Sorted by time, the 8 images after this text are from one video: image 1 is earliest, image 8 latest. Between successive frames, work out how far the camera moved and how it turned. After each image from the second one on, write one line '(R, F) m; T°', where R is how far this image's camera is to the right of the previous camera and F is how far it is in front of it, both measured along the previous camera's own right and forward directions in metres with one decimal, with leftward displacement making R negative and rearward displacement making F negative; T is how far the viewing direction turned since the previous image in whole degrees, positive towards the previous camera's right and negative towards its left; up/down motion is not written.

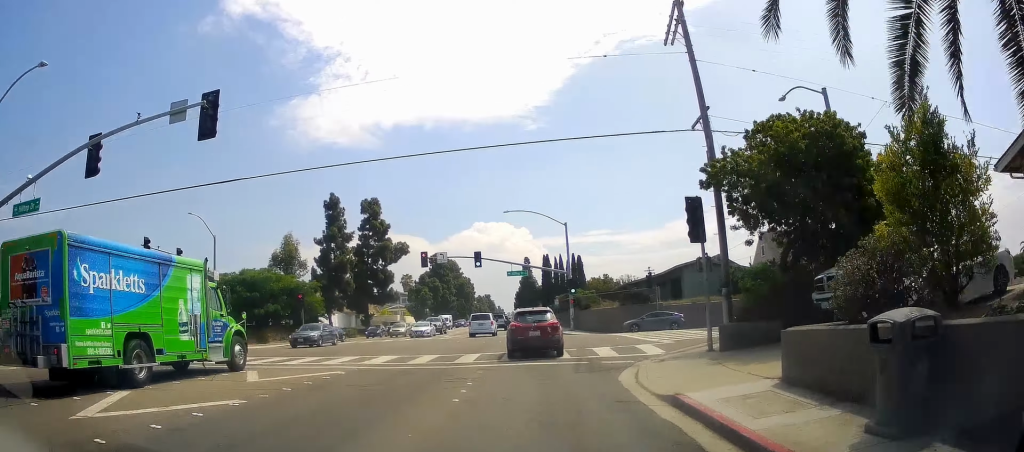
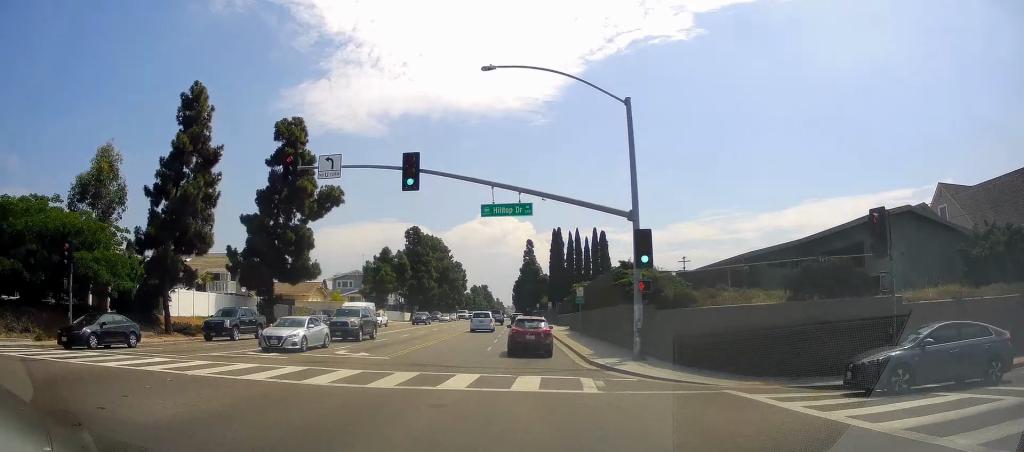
(-0.5, +30.9) m; 0°
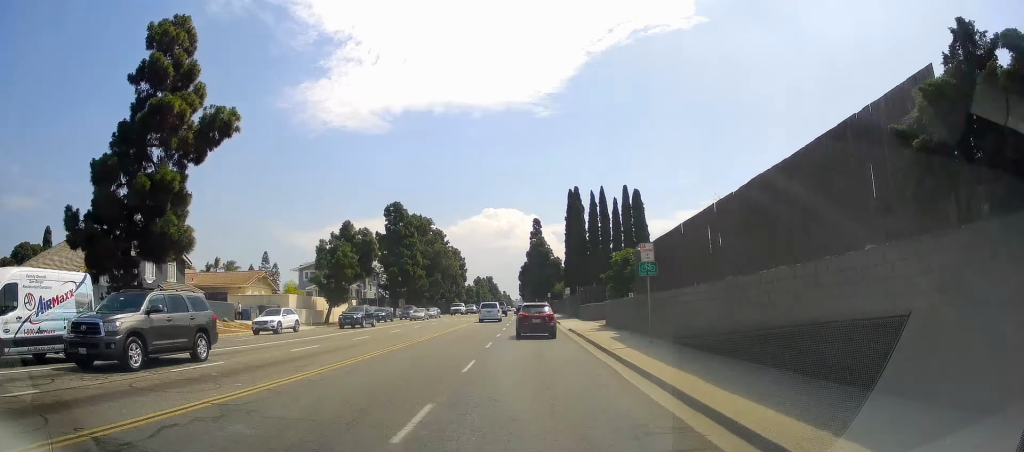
(+0.3, +21.0) m; 0°
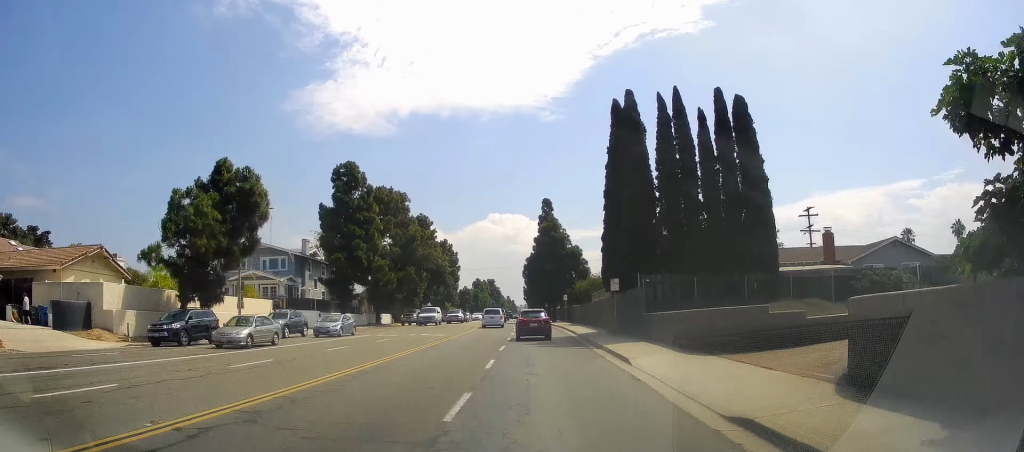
(0.0, +28.0) m; 0°
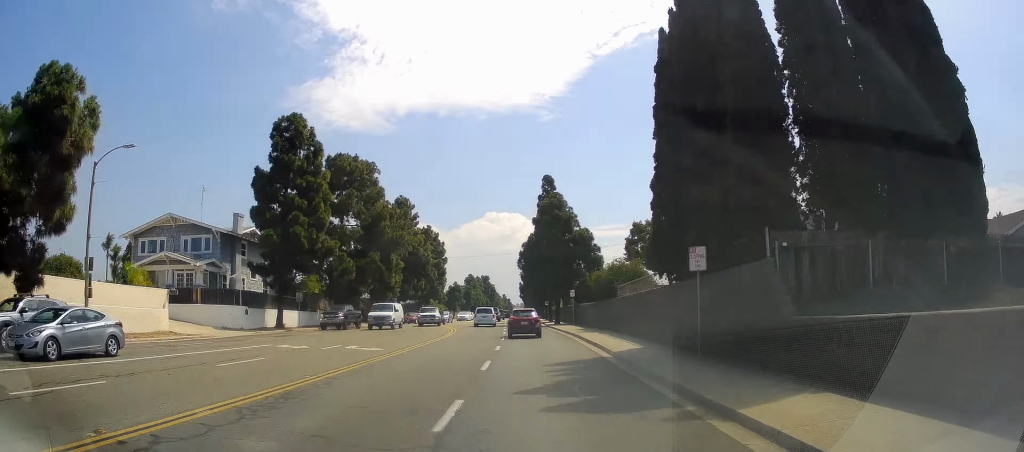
(0.0, +15.5) m; -1°
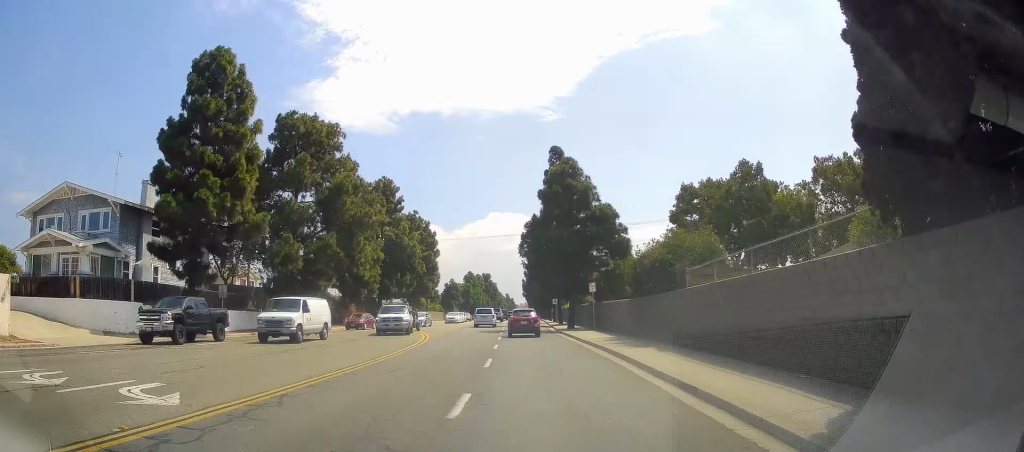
(0.0, +13.9) m; -1°
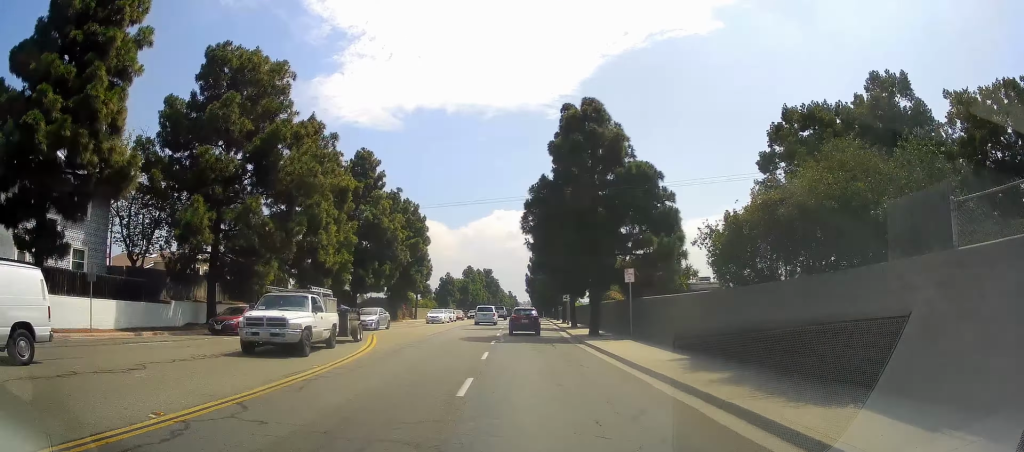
(+0.1, +12.8) m; -1°
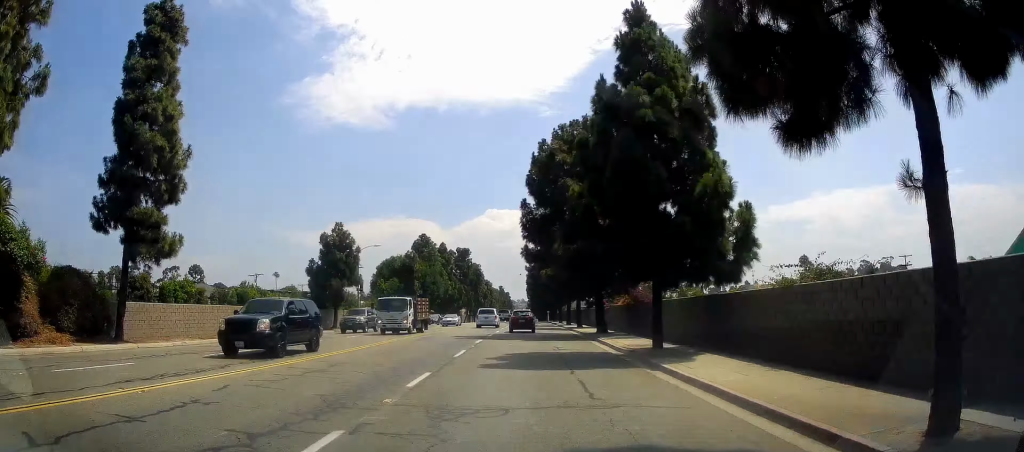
(+0.5, +73.2) m; +2°
